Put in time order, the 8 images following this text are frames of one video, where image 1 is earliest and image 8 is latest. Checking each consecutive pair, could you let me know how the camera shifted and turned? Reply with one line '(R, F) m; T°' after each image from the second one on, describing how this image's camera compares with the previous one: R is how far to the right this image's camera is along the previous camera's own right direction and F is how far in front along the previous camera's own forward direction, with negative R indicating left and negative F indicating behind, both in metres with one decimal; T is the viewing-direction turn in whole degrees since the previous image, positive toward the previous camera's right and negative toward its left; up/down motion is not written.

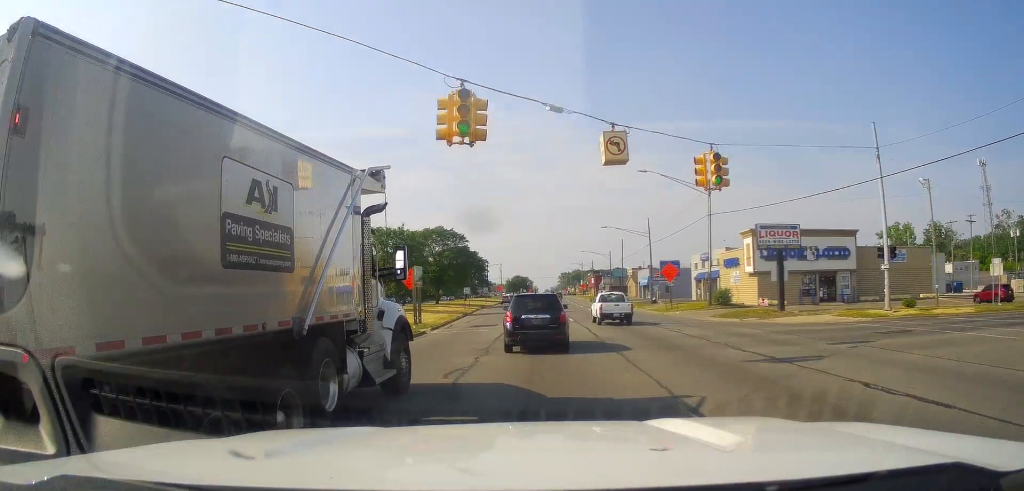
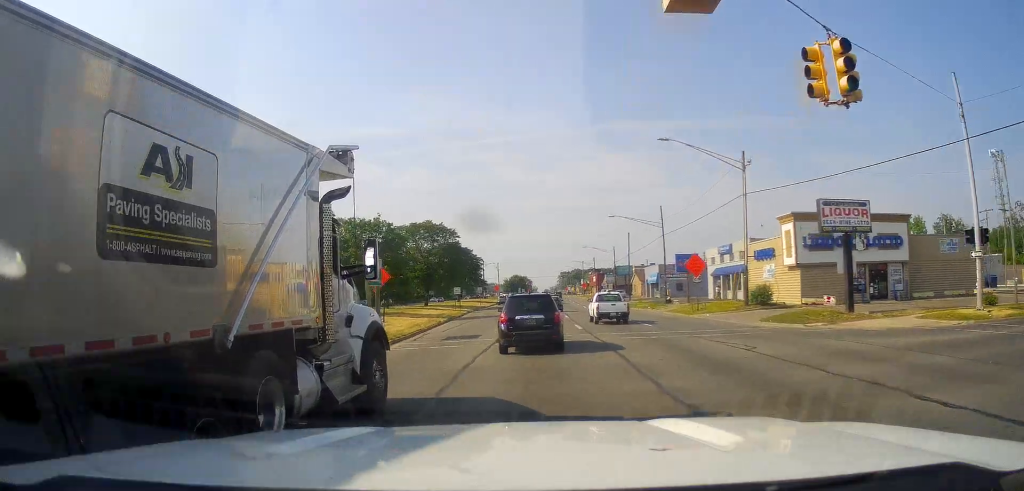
(-0.3, +8.8) m; 0°
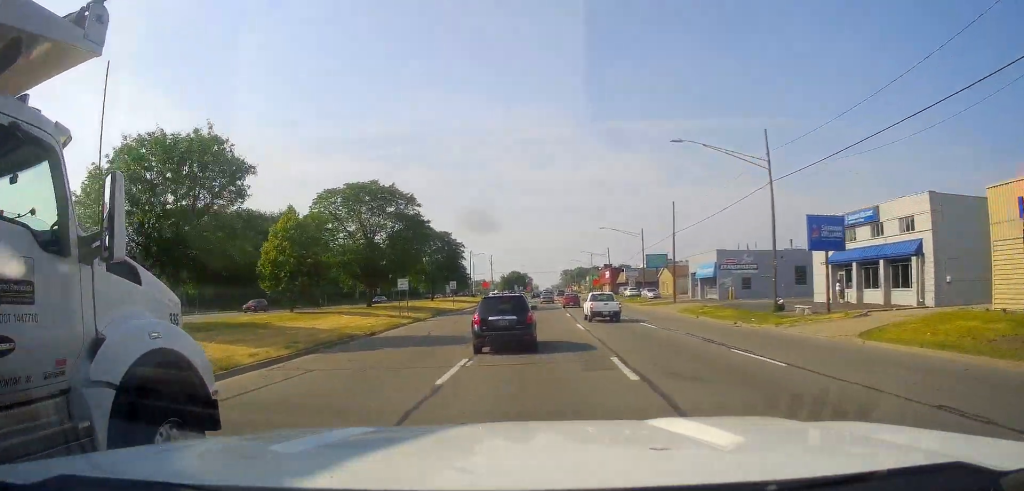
(+1.2, +31.1) m; +2°
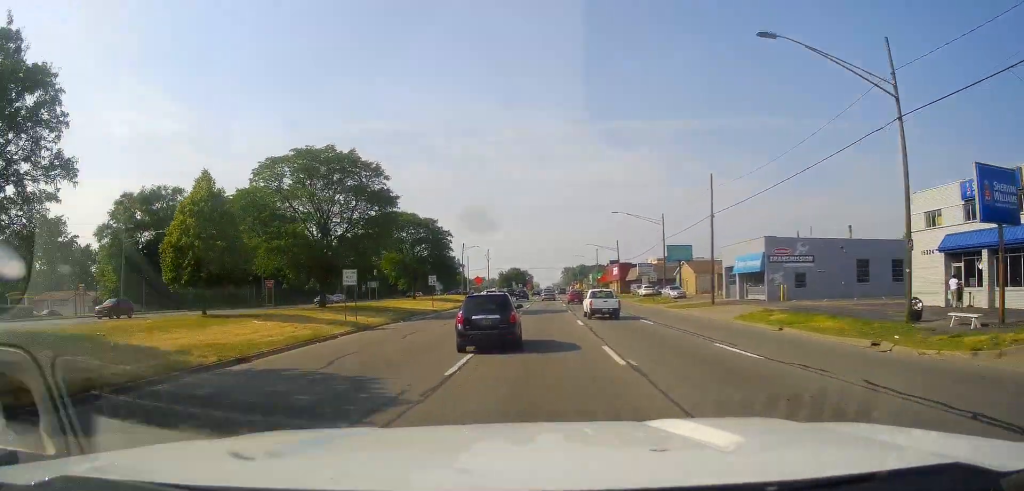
(0.0, +13.7) m; -1°
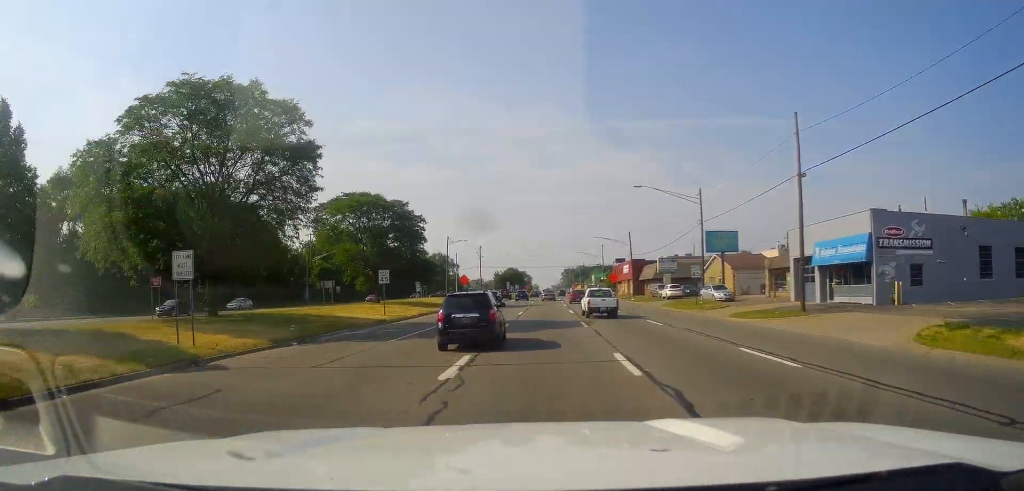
(-0.3, +17.3) m; 0°
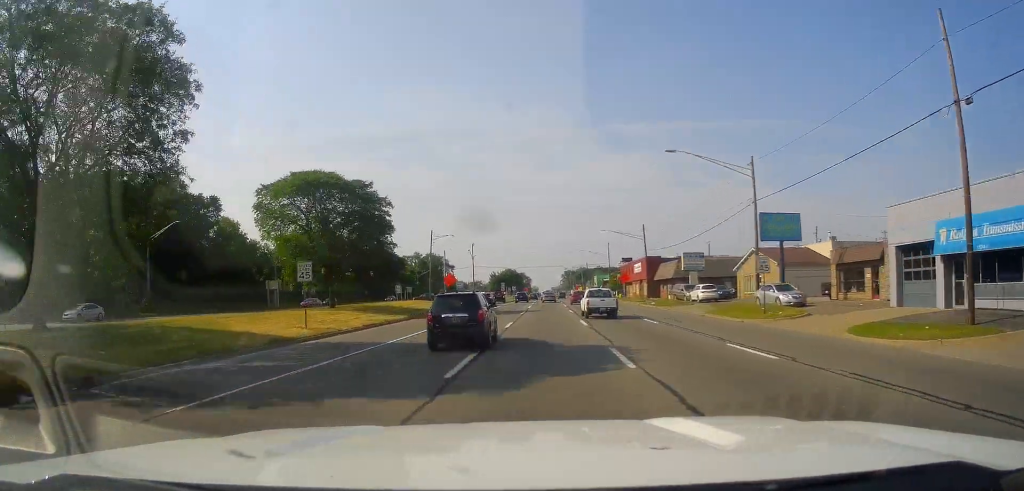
(+0.2, +13.8) m; -1°
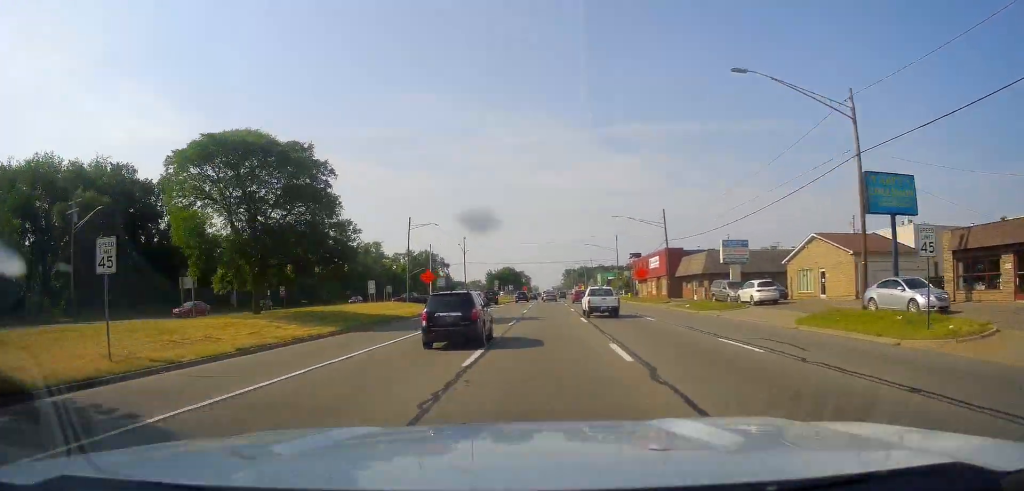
(+0.1, +13.9) m; 0°
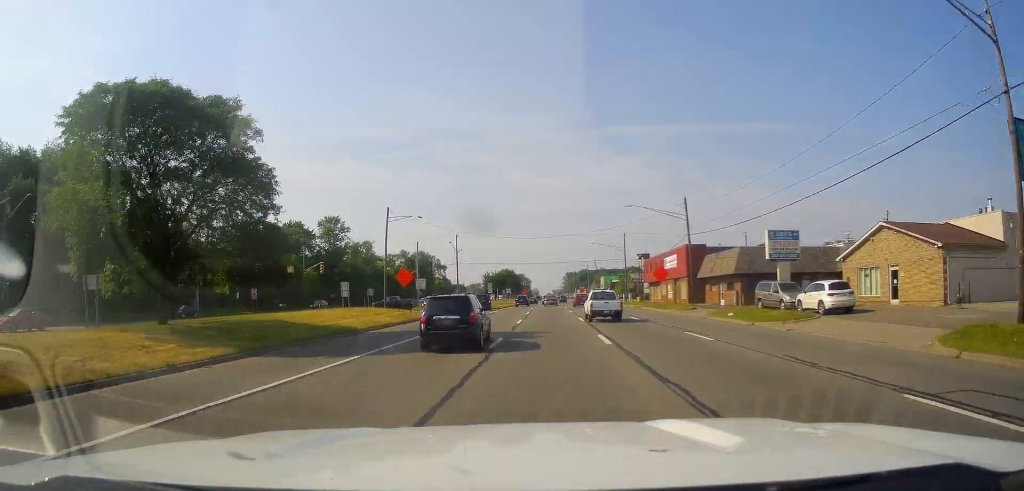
(-0.4, +10.3) m; 0°
